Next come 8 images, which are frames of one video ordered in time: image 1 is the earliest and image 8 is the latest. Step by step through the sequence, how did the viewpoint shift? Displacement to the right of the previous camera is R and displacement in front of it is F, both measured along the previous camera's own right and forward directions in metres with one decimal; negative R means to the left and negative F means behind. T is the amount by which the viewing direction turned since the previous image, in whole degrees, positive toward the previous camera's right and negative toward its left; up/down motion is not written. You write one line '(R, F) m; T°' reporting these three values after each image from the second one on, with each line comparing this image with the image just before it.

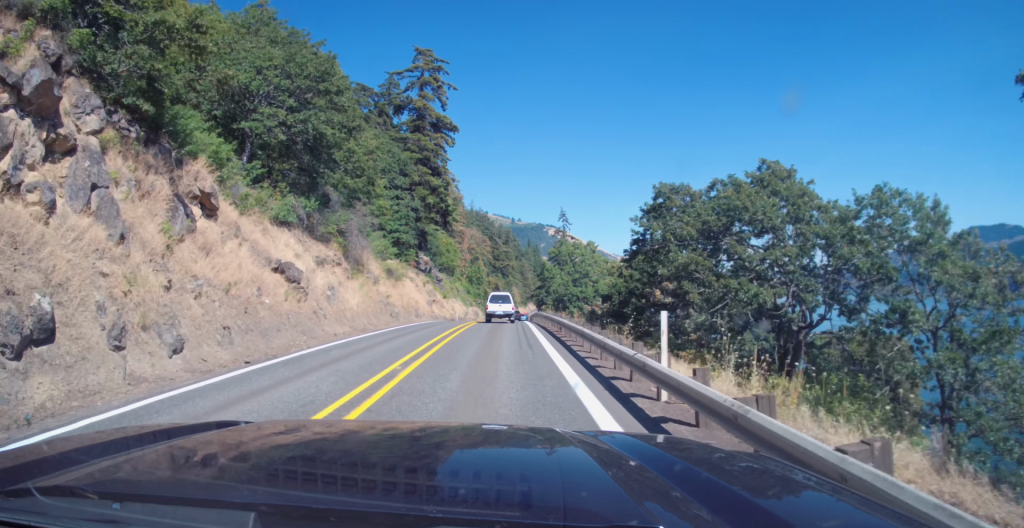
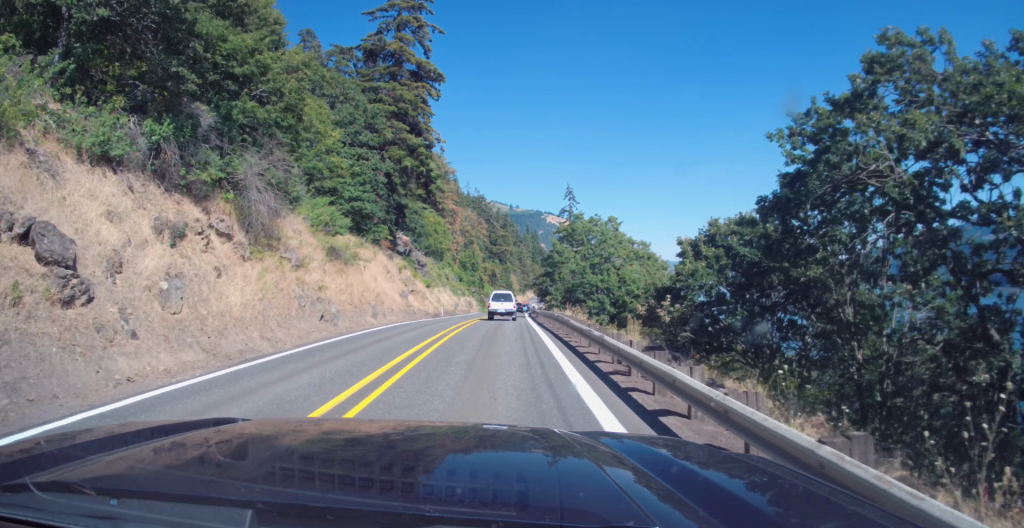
(0.0, +14.6) m; +1°
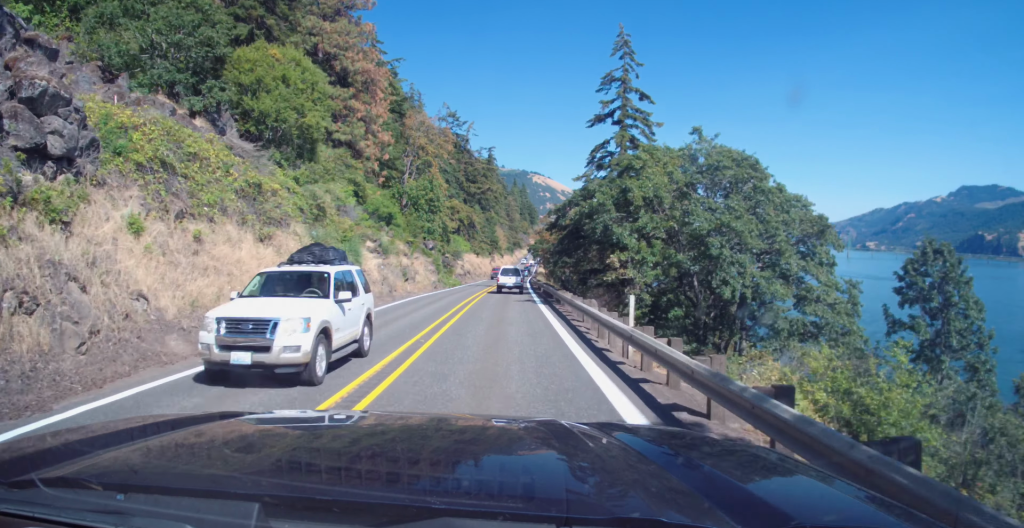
(+1.0, +55.4) m; +1°
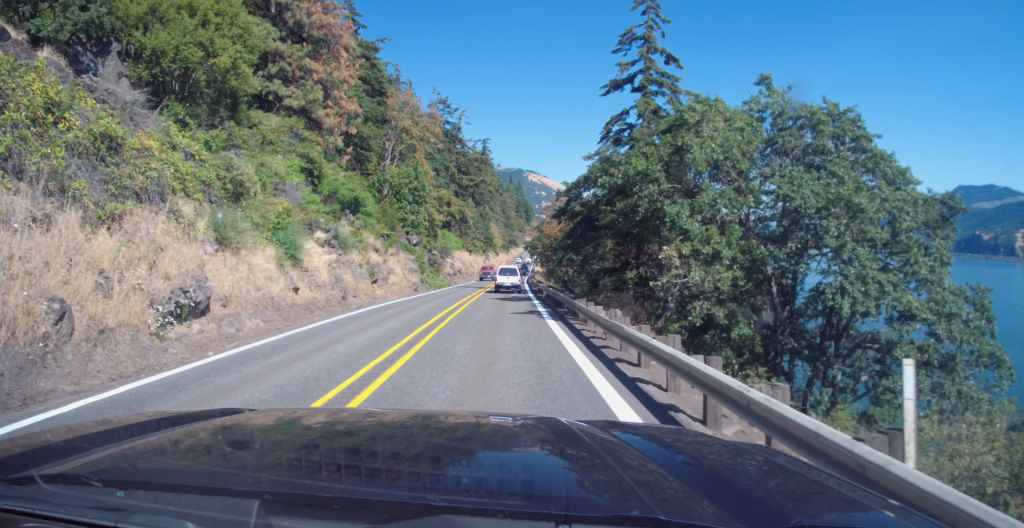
(0.0, +9.0) m; 0°
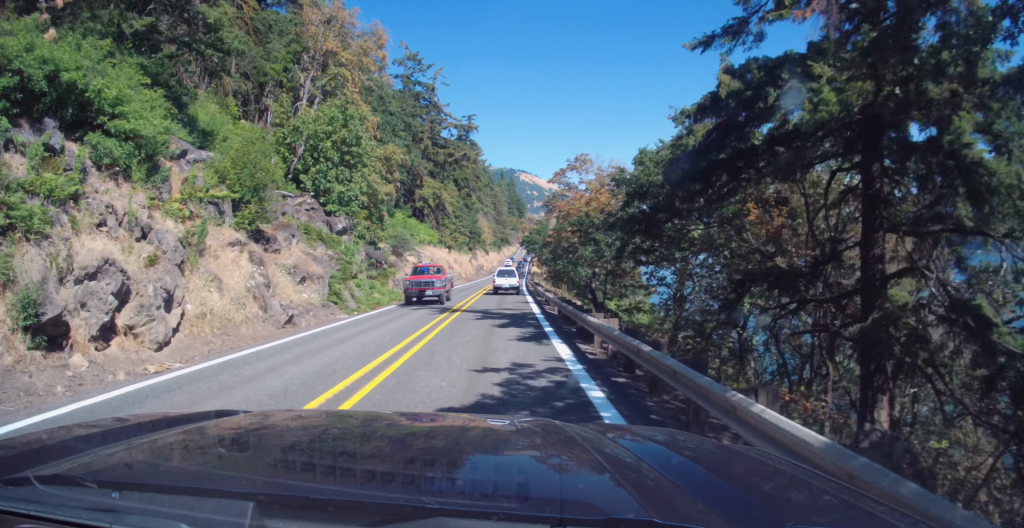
(+0.2, +27.0) m; +1°
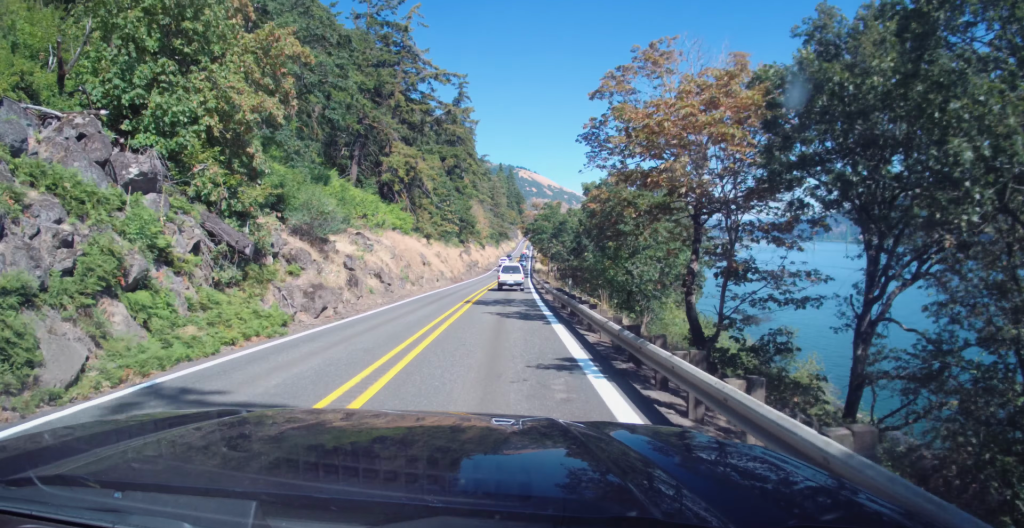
(+0.4, +22.4) m; +1°
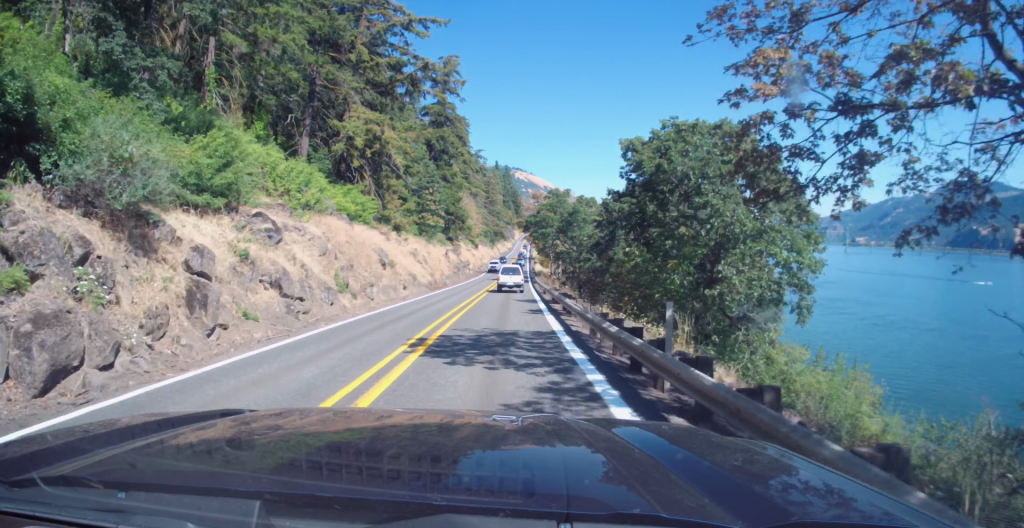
(0.0, +15.7) m; 0°
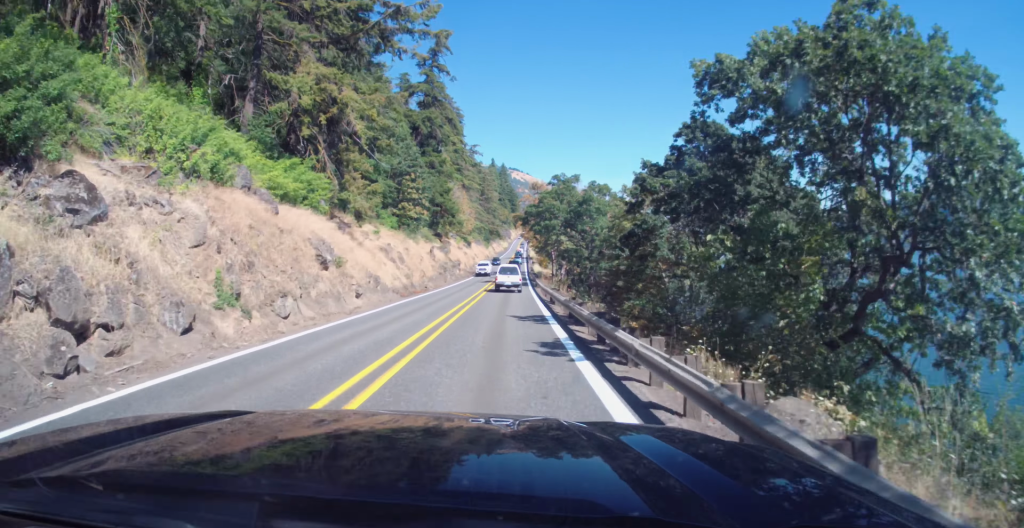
(0.0, +10.8) m; 0°
